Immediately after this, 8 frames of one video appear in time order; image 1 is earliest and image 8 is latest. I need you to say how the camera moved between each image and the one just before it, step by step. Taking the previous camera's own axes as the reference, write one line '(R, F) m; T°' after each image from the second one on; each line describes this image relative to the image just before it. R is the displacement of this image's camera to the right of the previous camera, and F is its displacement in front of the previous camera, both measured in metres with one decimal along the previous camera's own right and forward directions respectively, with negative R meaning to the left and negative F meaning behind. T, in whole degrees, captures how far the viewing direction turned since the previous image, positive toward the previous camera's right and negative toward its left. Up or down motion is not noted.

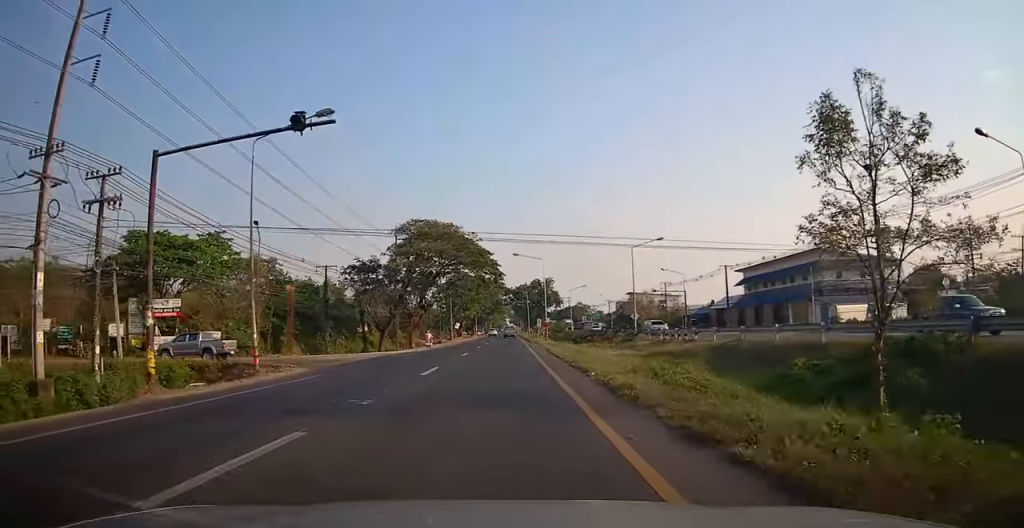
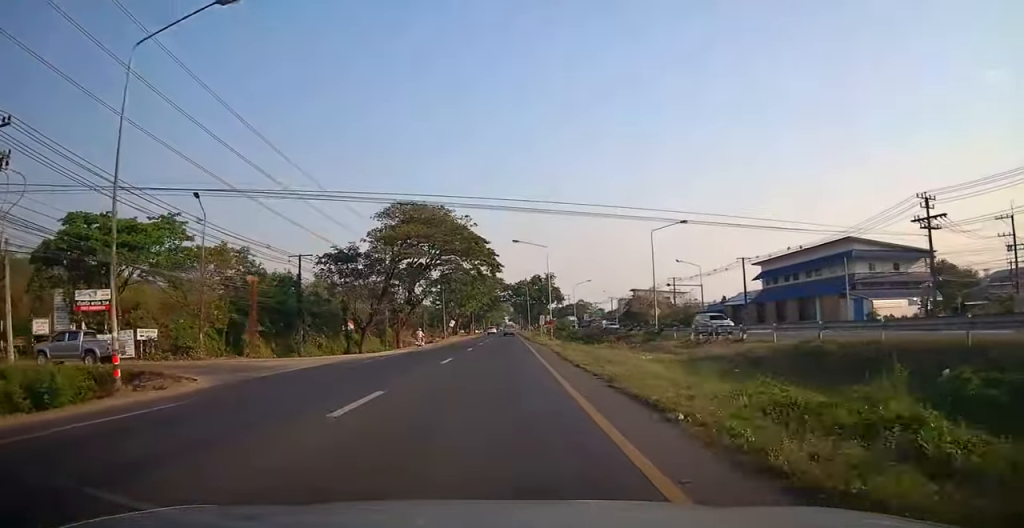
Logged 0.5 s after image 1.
(-0.2, +8.0) m; -1°
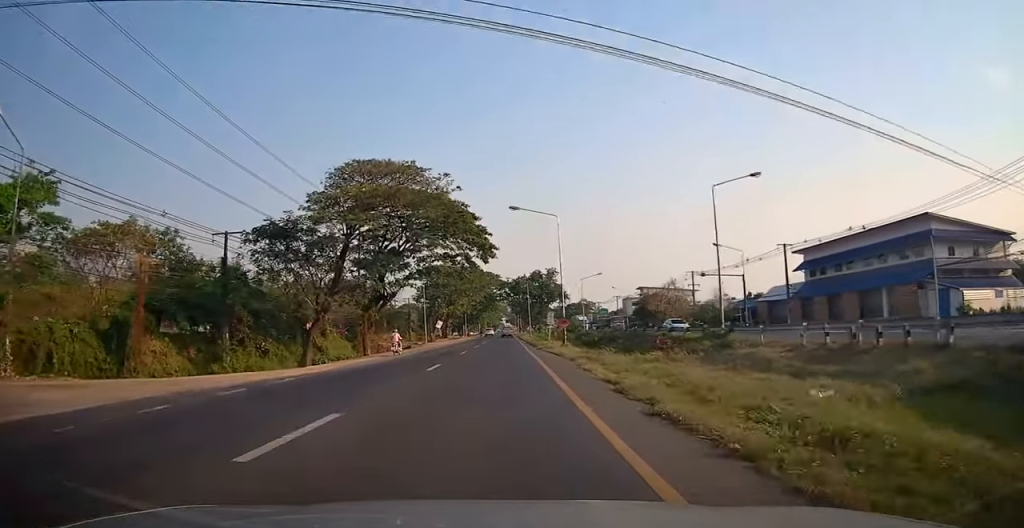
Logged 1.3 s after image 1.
(-0.1, +15.0) m; 0°
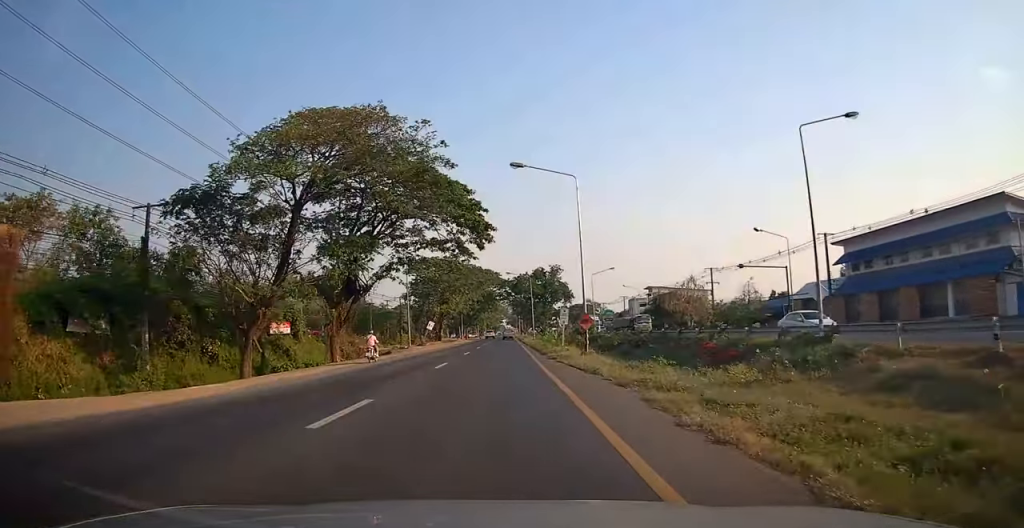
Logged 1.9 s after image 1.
(0.0, +10.3) m; +1°
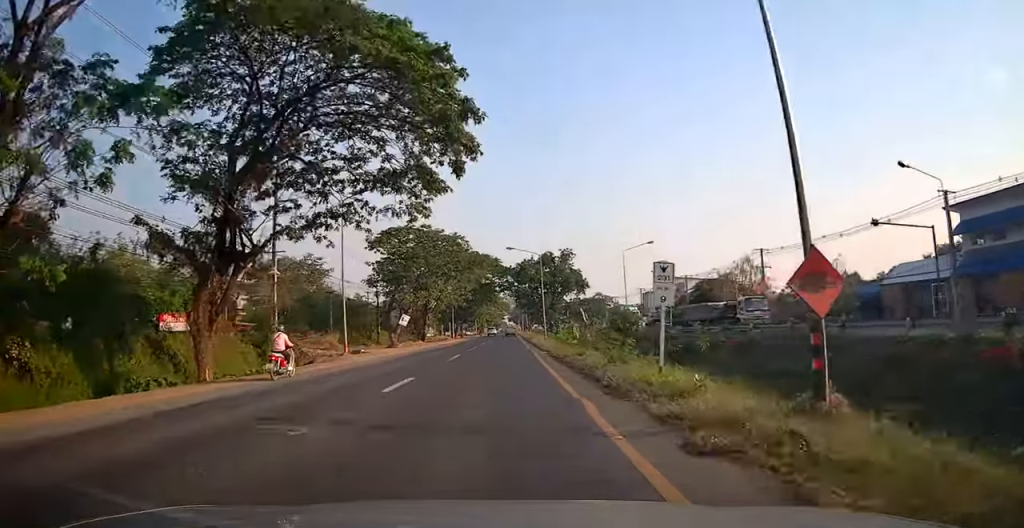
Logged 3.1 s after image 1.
(+0.5, +20.4) m; +2°
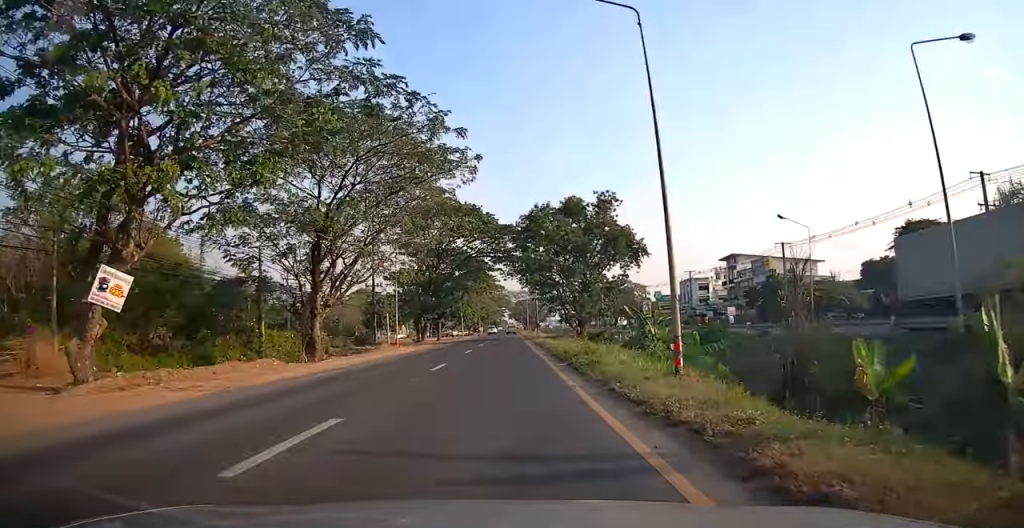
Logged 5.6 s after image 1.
(-1.2, +43.4) m; 0°
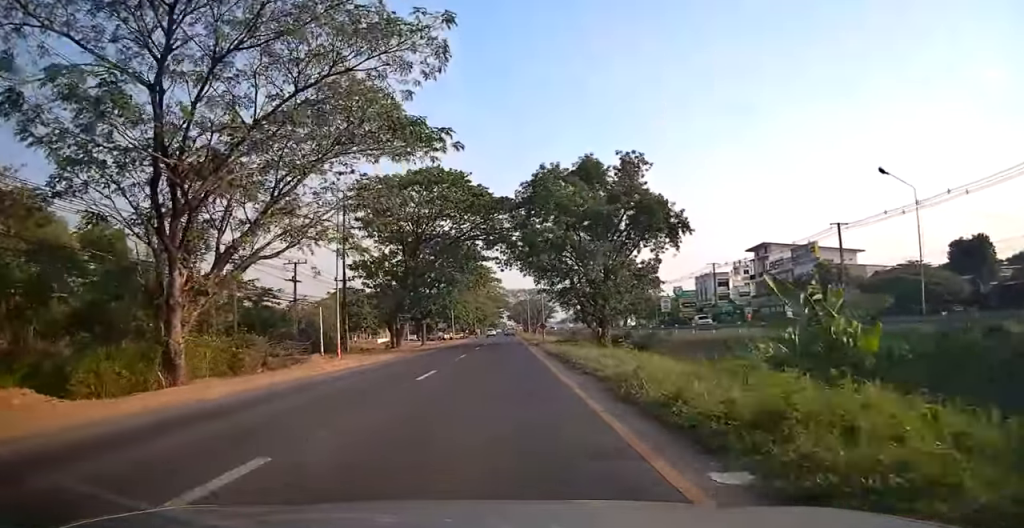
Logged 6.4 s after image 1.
(+0.7, +14.6) m; 0°
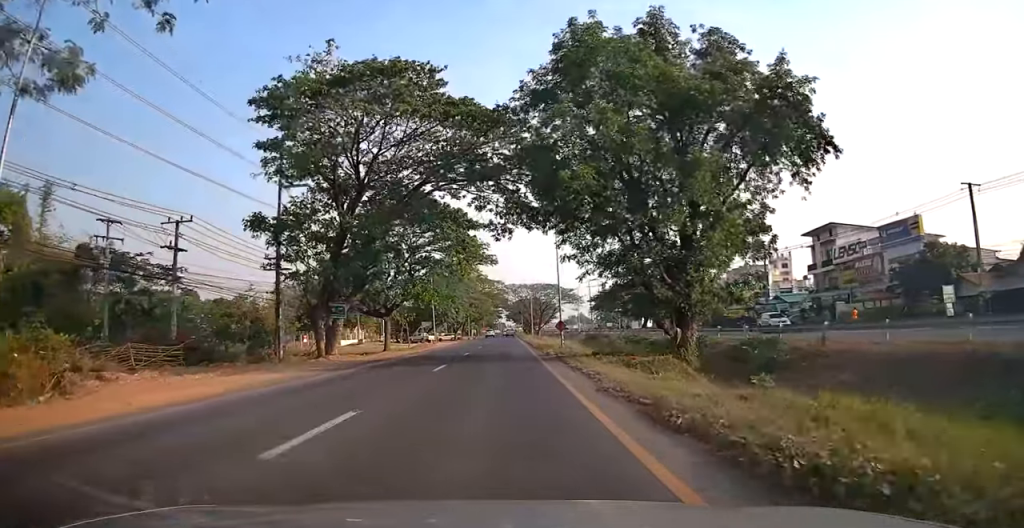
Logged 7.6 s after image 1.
(-0.8, +21.1) m; -3°
